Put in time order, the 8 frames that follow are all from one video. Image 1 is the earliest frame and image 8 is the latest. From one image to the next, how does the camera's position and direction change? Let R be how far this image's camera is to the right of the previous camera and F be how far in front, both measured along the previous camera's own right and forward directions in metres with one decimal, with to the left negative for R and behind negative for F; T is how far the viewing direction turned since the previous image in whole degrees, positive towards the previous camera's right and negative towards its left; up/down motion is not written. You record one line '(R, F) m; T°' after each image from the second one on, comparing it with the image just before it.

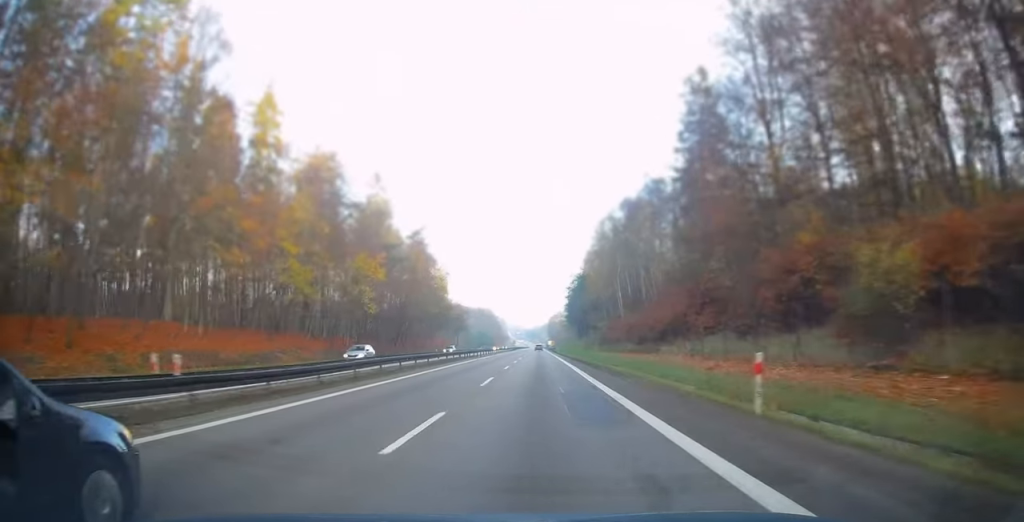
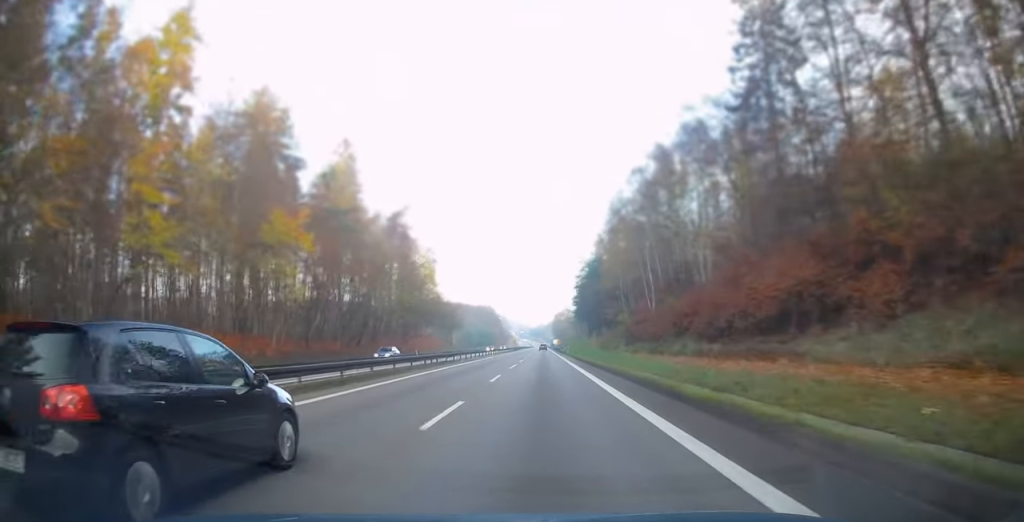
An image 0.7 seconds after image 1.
(-0.1, +22.0) m; 0°
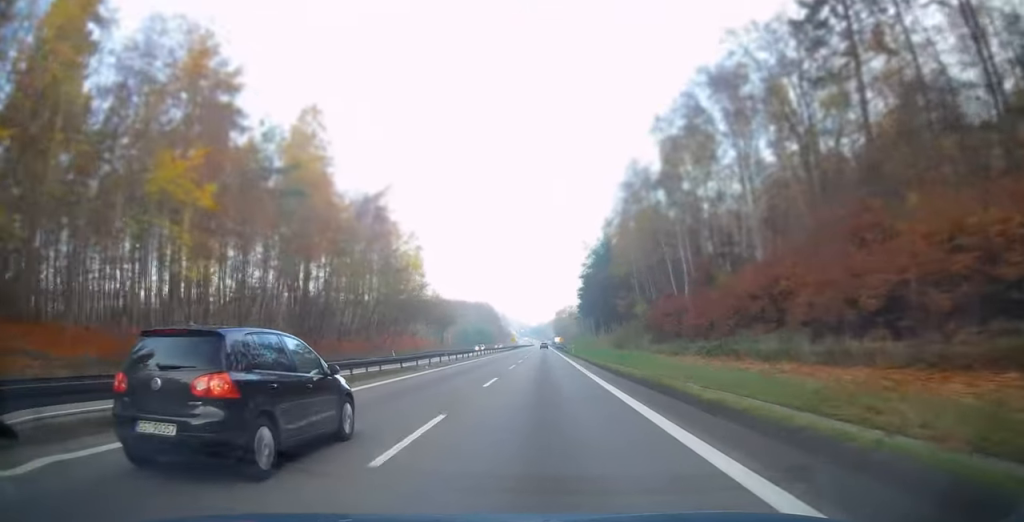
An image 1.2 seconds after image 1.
(0.0, +14.8) m; 0°
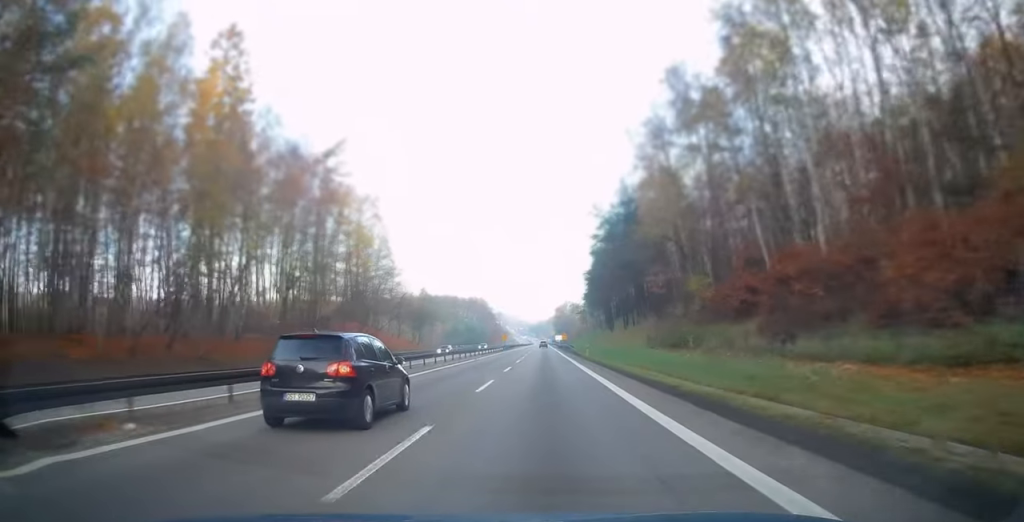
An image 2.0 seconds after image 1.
(-0.1, +25.6) m; 0°
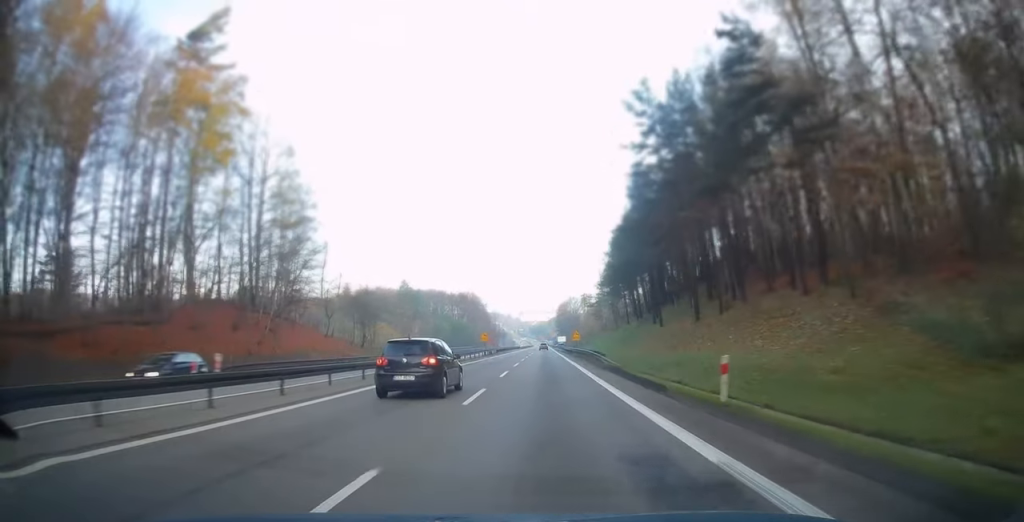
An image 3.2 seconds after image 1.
(0.0, +36.9) m; 0°
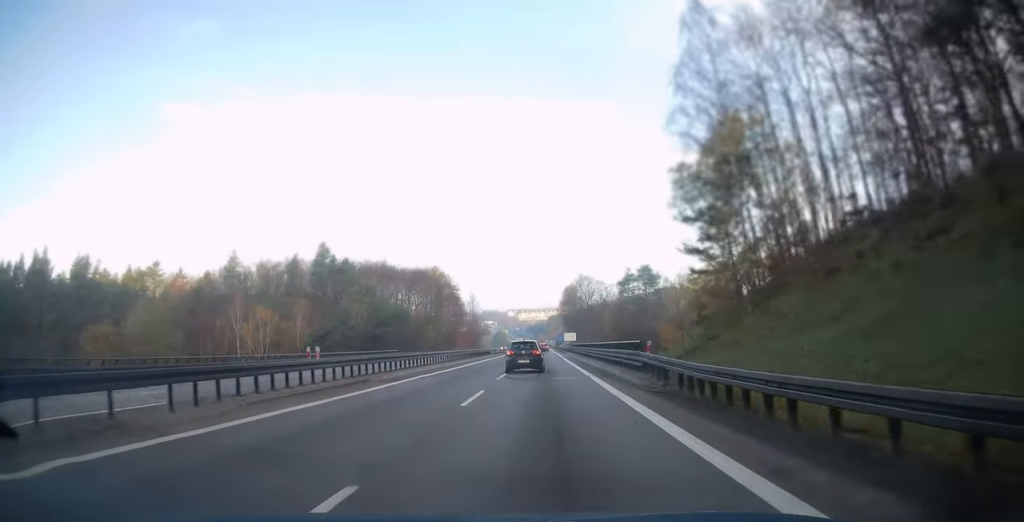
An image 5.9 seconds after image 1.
(0.0, +81.5) m; 0°
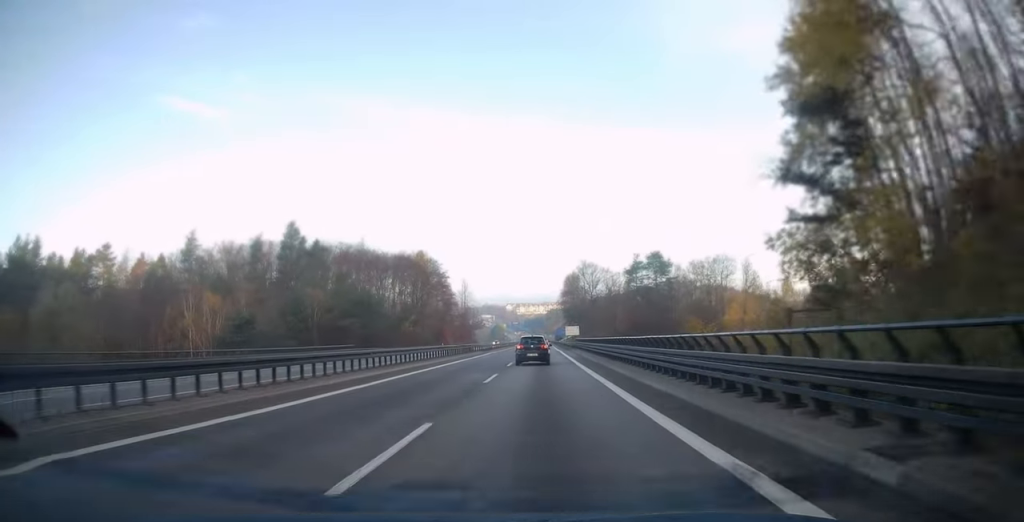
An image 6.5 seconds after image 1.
(-0.1, +17.8) m; 0°
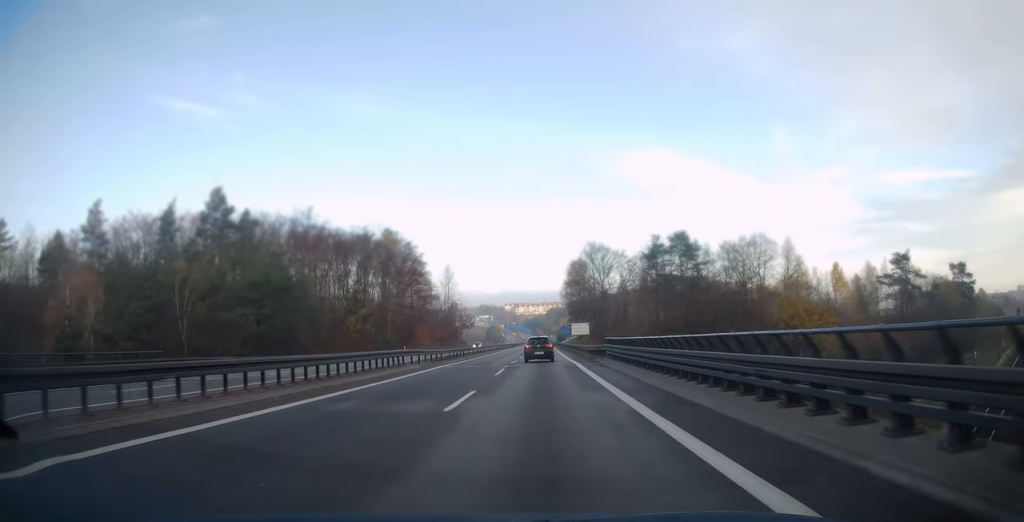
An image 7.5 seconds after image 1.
(-0.1, +30.8) m; 0°
